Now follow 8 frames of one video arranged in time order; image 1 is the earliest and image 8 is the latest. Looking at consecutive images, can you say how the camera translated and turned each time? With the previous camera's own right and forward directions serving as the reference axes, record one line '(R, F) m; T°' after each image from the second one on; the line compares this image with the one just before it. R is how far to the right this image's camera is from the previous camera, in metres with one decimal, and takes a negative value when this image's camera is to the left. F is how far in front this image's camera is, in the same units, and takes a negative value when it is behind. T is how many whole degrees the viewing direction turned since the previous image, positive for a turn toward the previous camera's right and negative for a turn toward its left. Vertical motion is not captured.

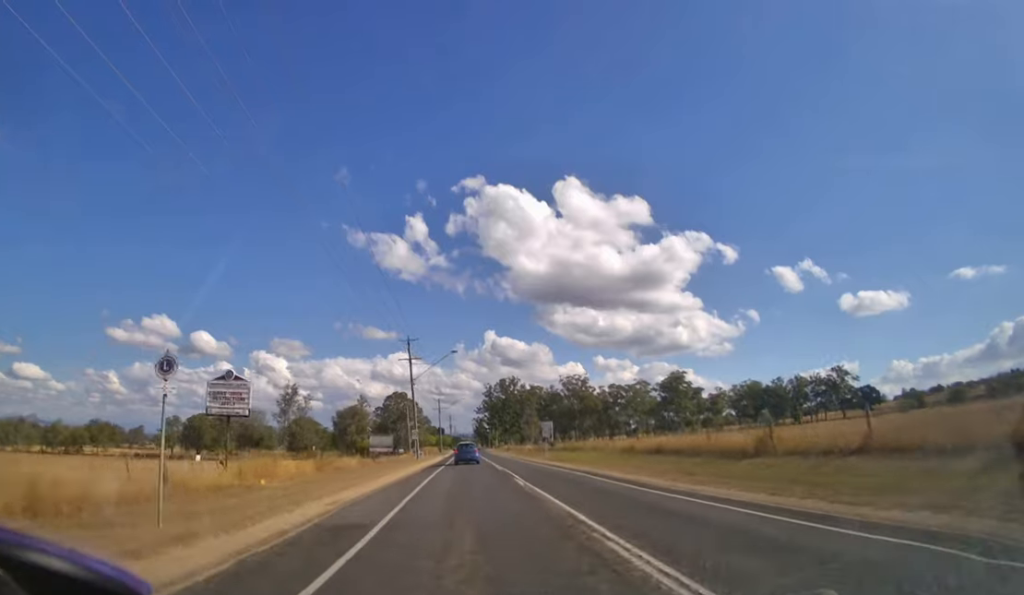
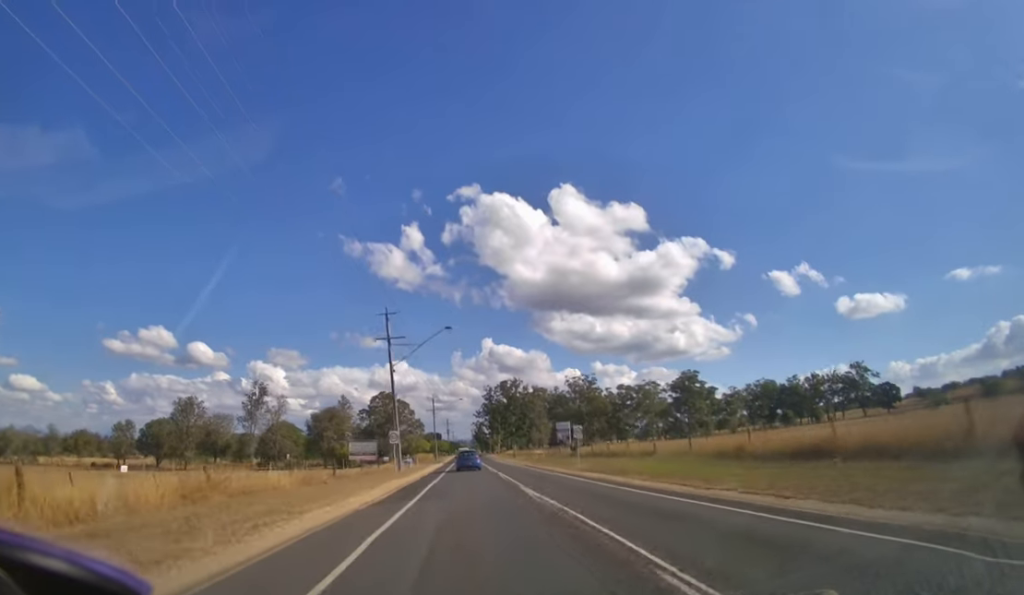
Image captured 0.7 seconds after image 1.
(0.0, +12.8) m; 0°
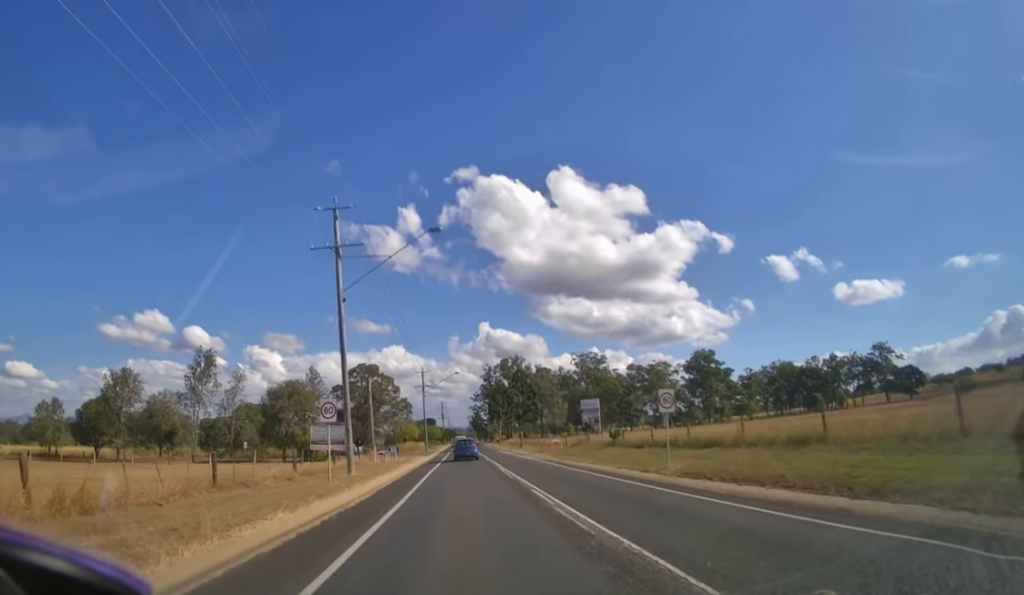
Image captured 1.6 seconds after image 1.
(0.0, +15.8) m; 0°
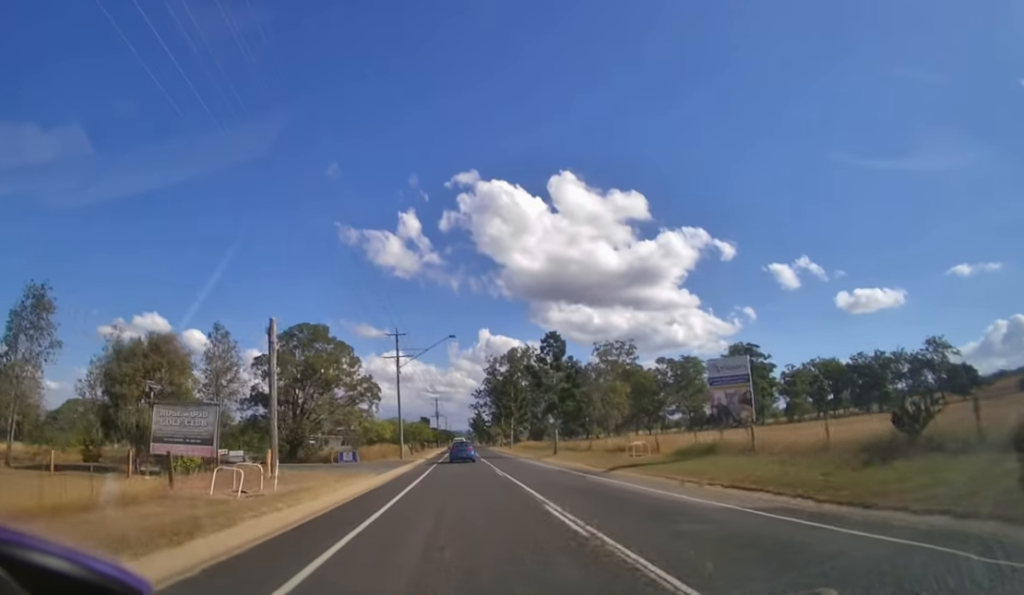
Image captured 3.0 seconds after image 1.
(0.0, +31.0) m; 0°
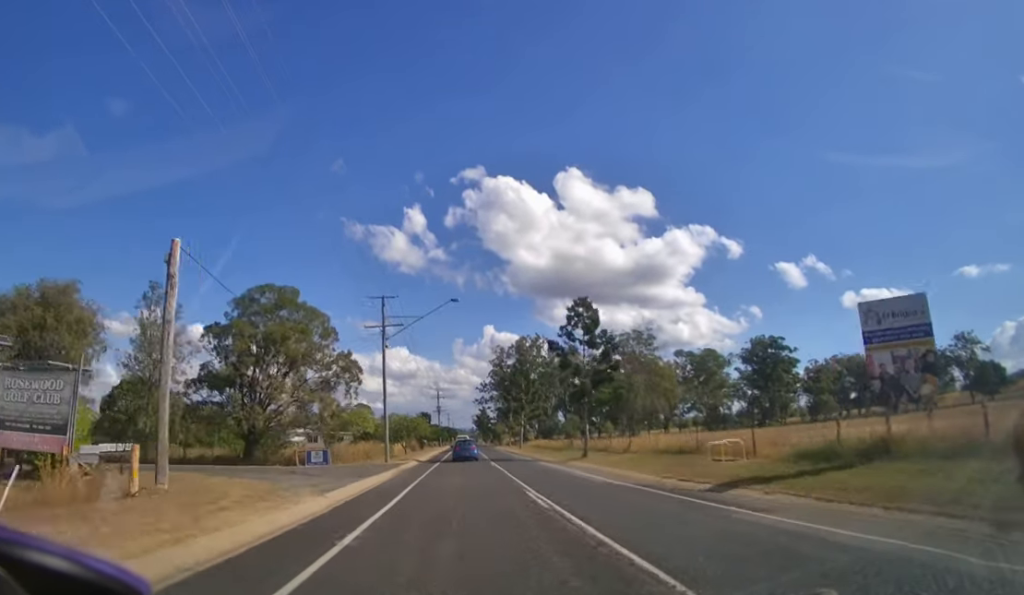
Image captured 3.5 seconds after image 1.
(0.0, +10.8) m; 0°
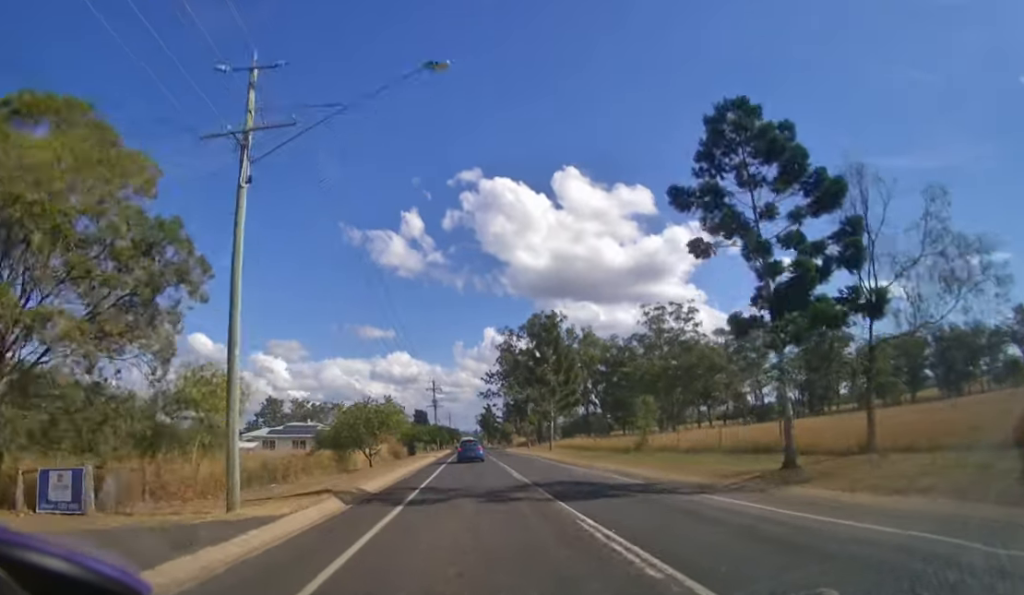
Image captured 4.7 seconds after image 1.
(-0.1, +24.4) m; 0°
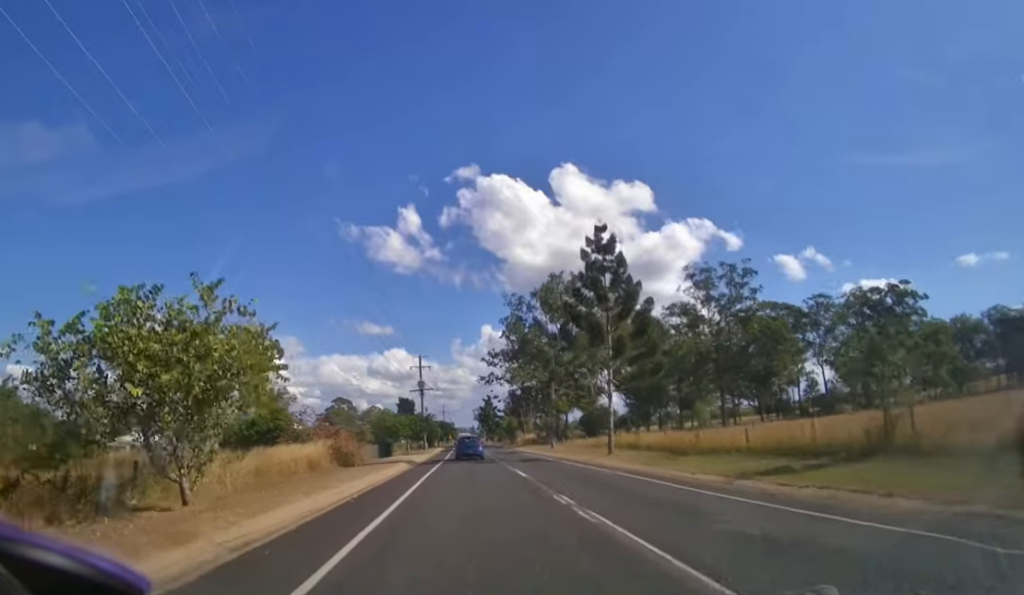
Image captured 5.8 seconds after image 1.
(0.0, +21.9) m; 0°
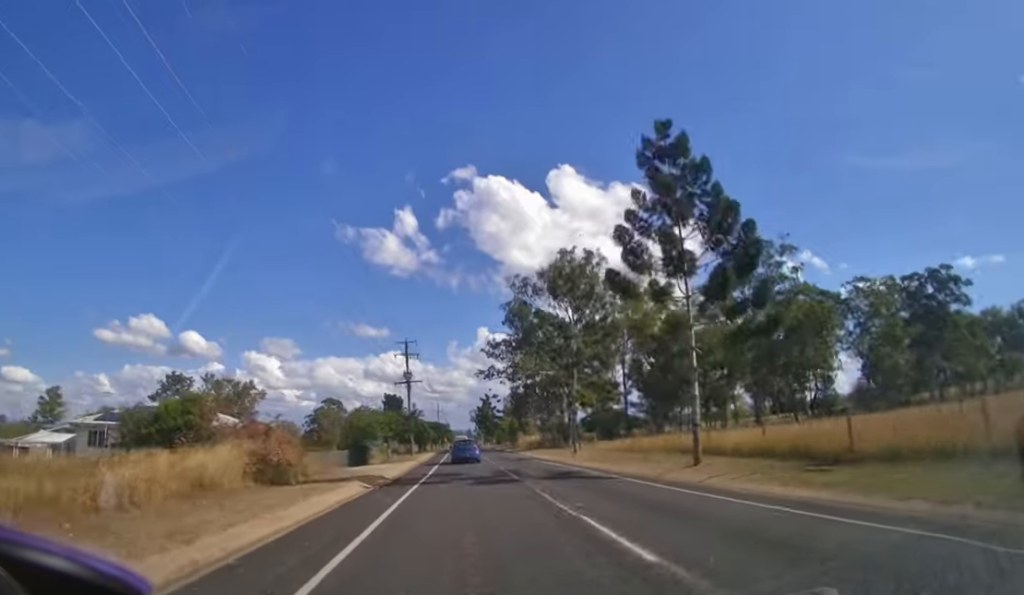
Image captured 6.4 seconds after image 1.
(0.0, +11.5) m; 0°
